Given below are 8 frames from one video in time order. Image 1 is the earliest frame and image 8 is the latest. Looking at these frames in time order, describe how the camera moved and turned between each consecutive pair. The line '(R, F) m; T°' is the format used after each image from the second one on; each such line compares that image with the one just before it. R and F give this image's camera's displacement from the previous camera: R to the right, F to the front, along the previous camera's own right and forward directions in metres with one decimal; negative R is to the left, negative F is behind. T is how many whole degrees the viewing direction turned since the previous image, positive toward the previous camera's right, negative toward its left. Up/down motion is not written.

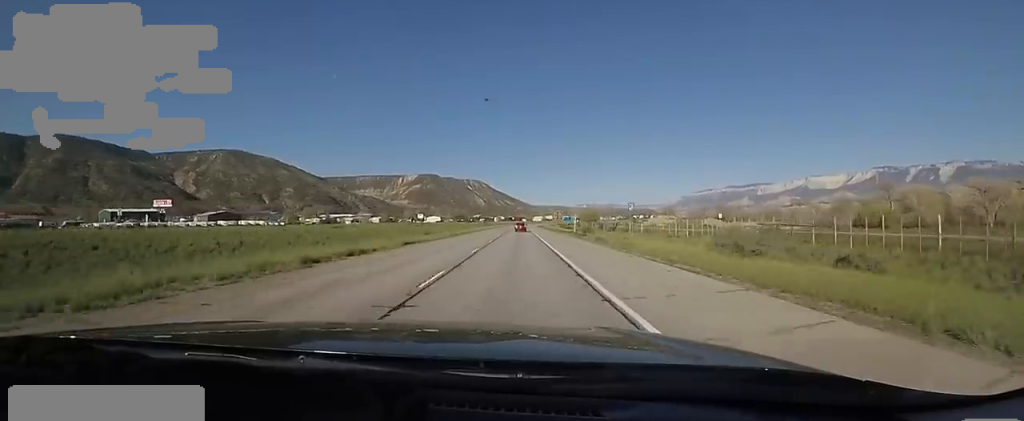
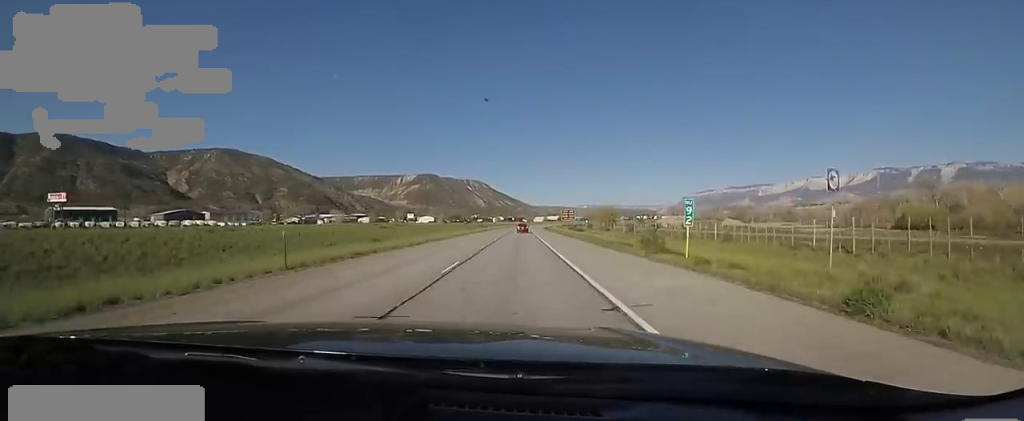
(-0.5, +33.4) m; -1°
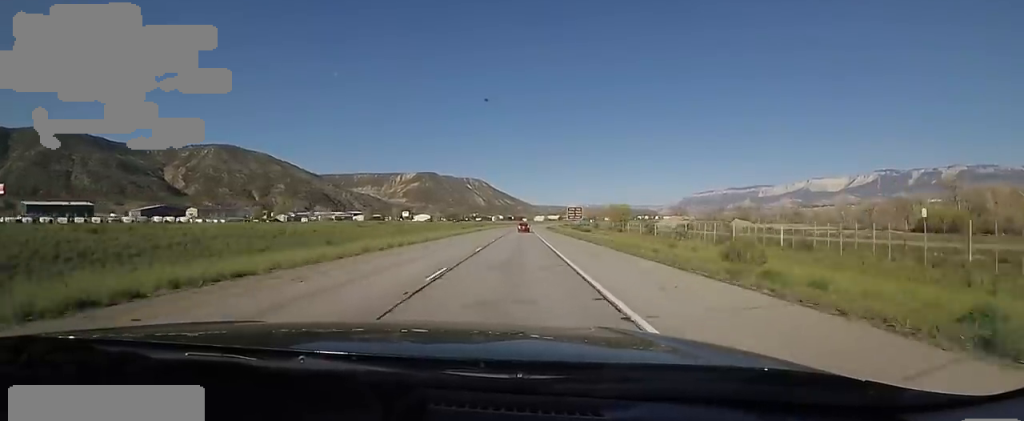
(-0.1, +14.5) m; 0°
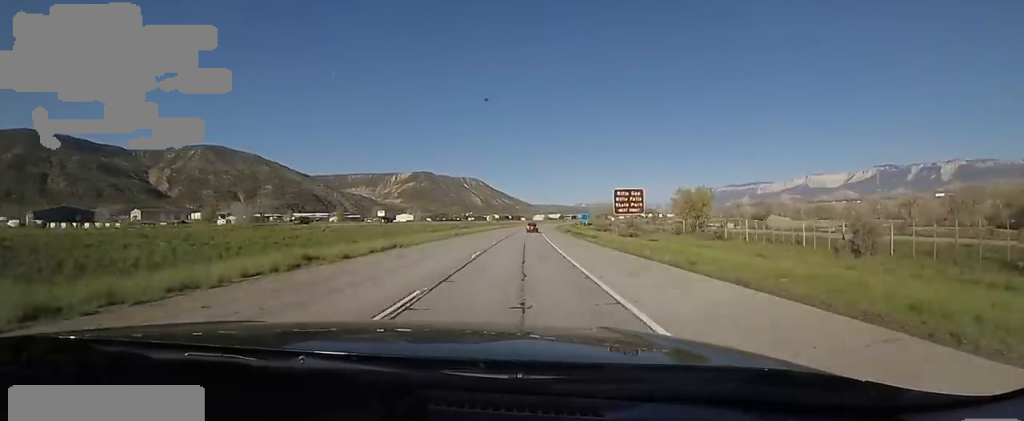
(+1.0, +52.2) m; +1°
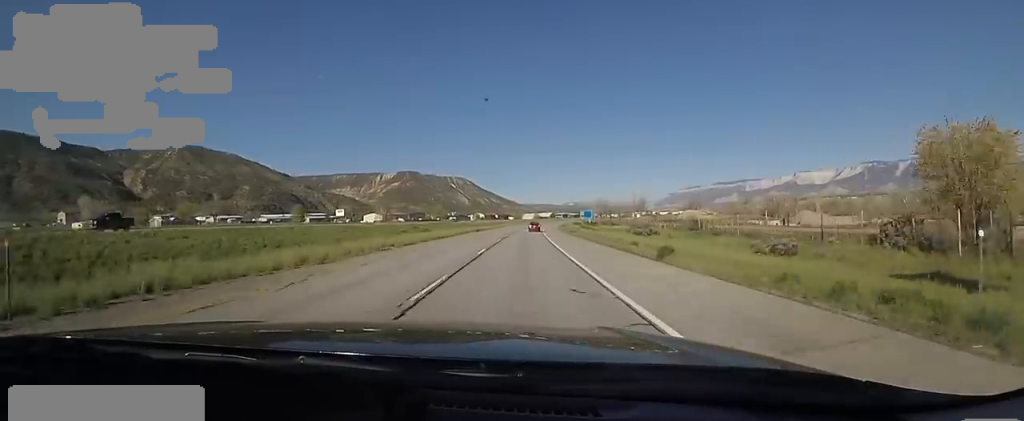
(-0.3, +45.6) m; +1°
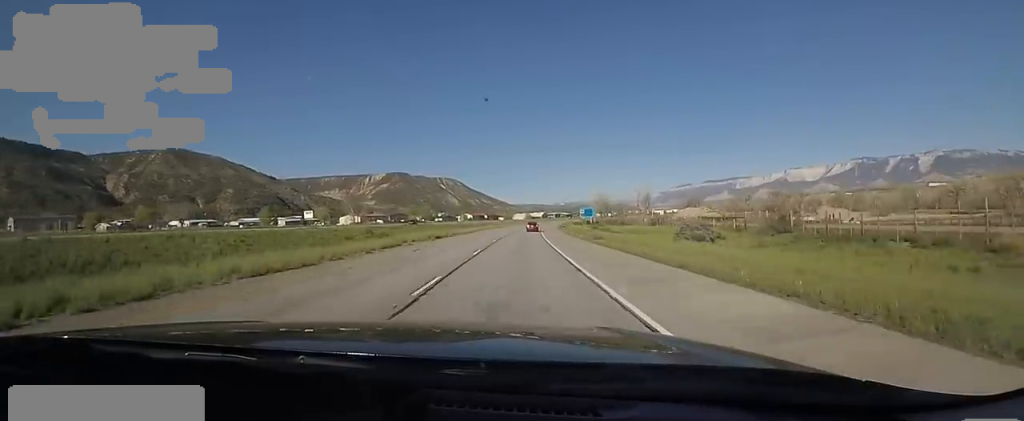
(+0.9, +24.6) m; +2°
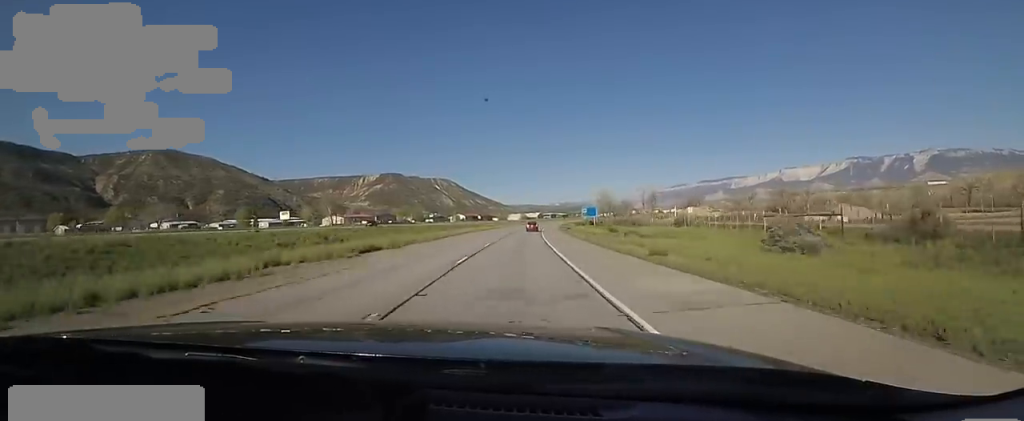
(+0.1, +16.8) m; 0°
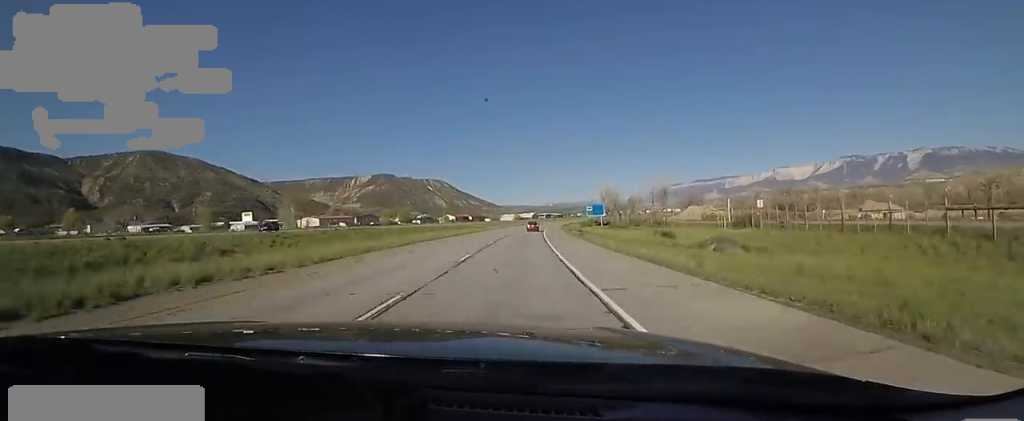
(0.0, +22.4) m; 0°
